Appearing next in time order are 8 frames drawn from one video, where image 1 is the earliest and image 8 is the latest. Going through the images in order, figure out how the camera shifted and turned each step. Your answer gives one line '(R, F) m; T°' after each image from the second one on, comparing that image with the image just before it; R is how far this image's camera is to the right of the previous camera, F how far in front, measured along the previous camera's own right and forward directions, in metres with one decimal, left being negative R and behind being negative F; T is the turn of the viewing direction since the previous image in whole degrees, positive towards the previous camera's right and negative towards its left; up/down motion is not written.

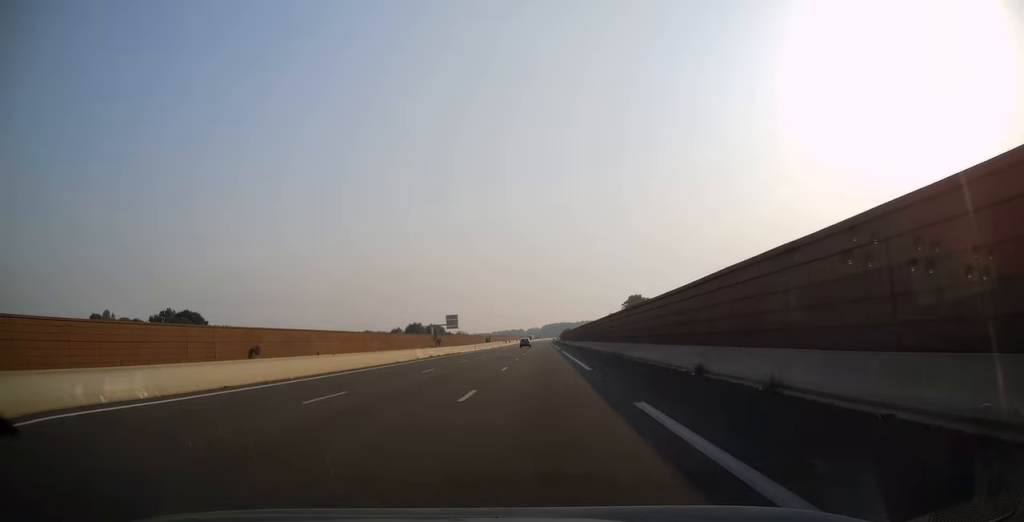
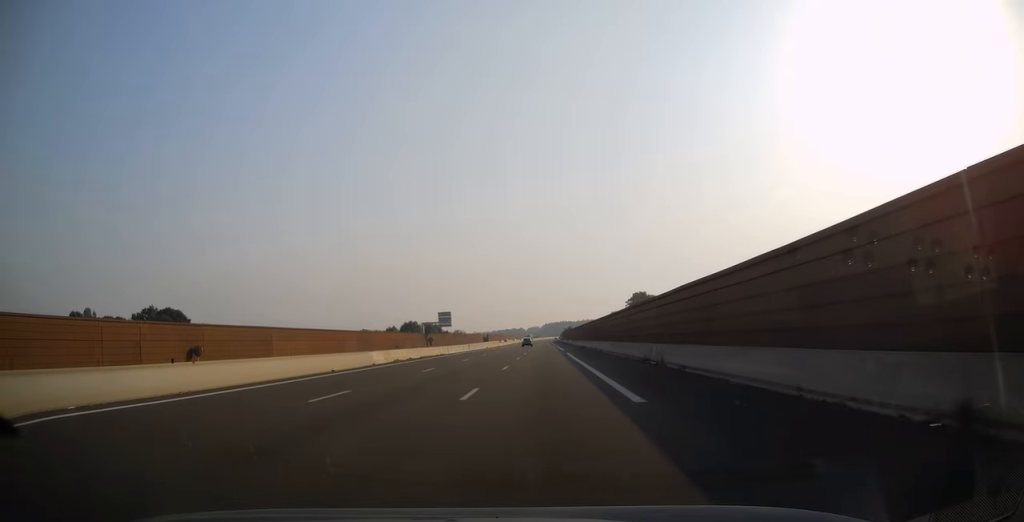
(+0.2, +12.8) m; 0°
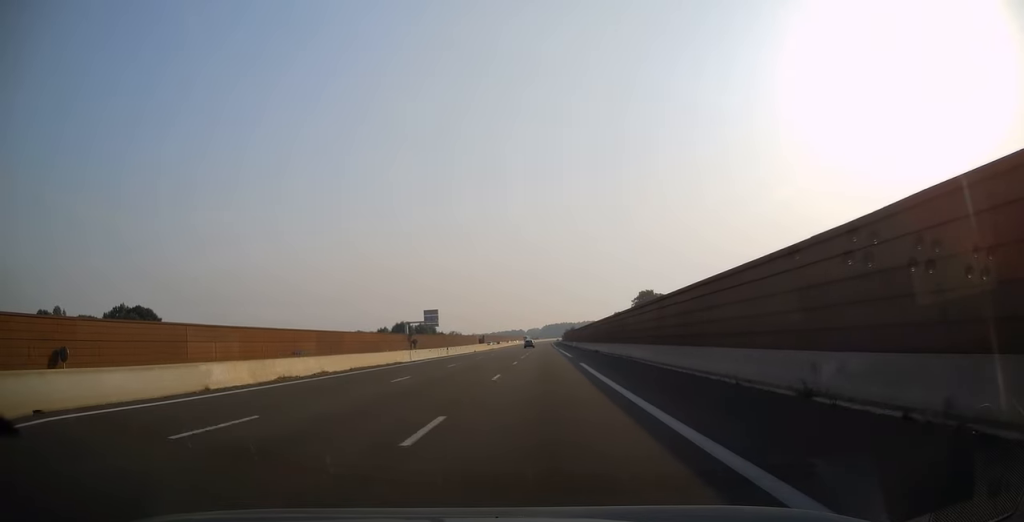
(-0.1, +18.7) m; 0°
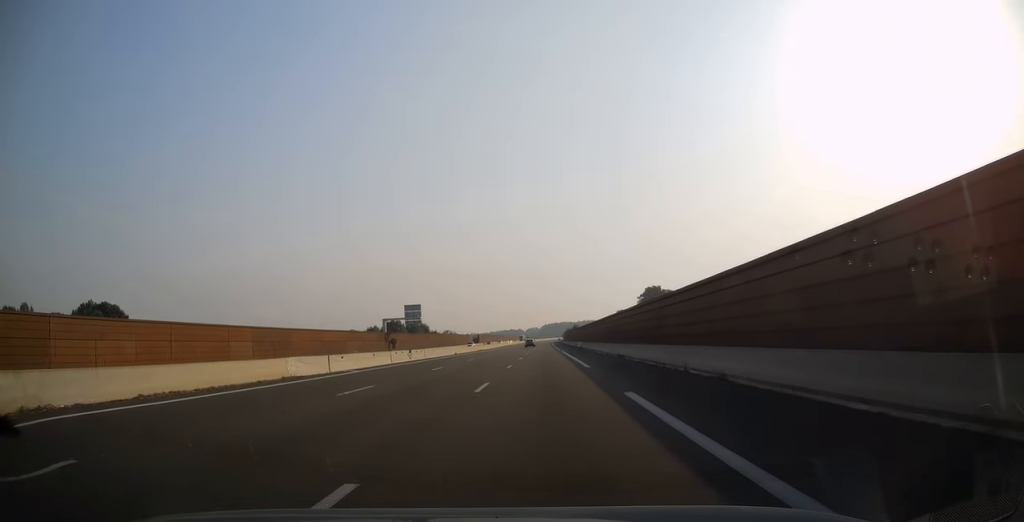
(-0.1, +18.2) m; 0°
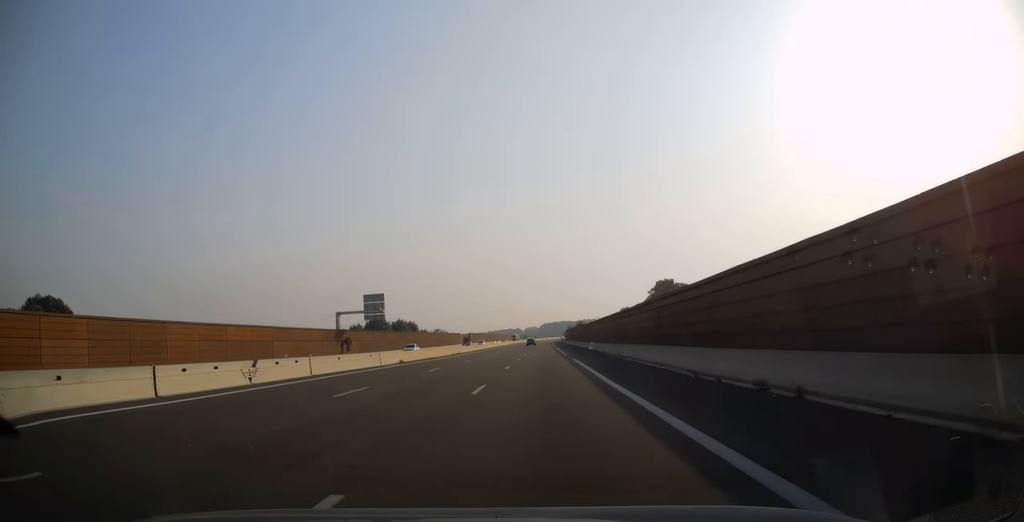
(0.0, +26.6) m; 0°
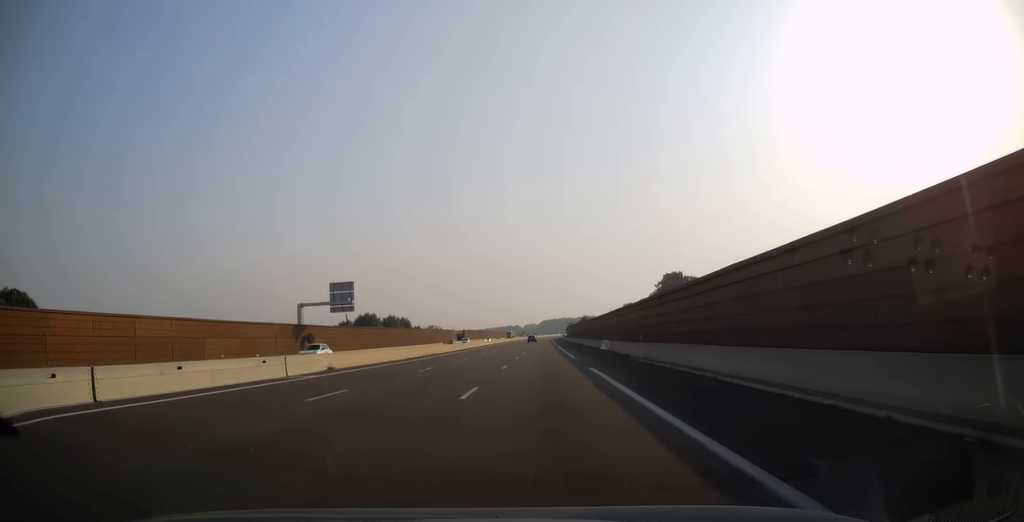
(0.0, +14.8) m; 0°
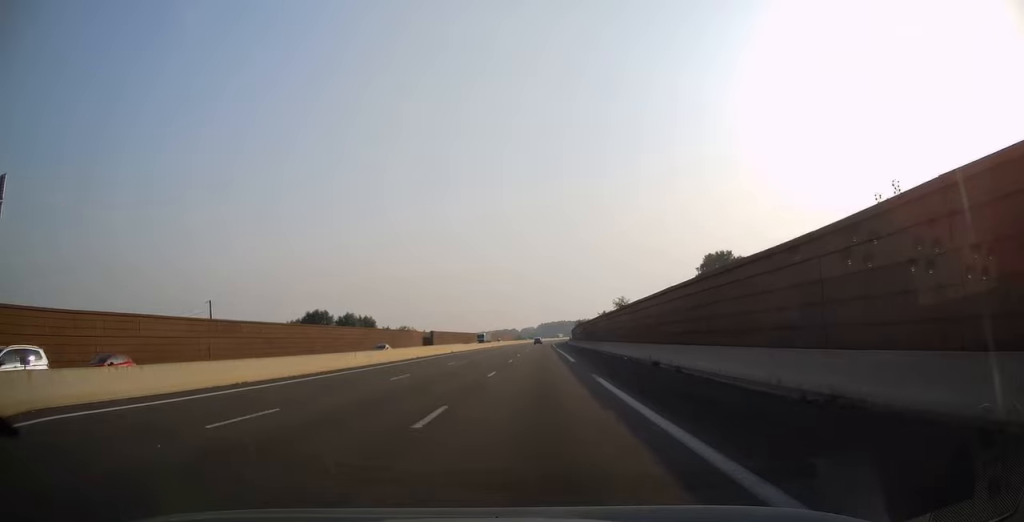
(+0.2, +56.2) m; 0°
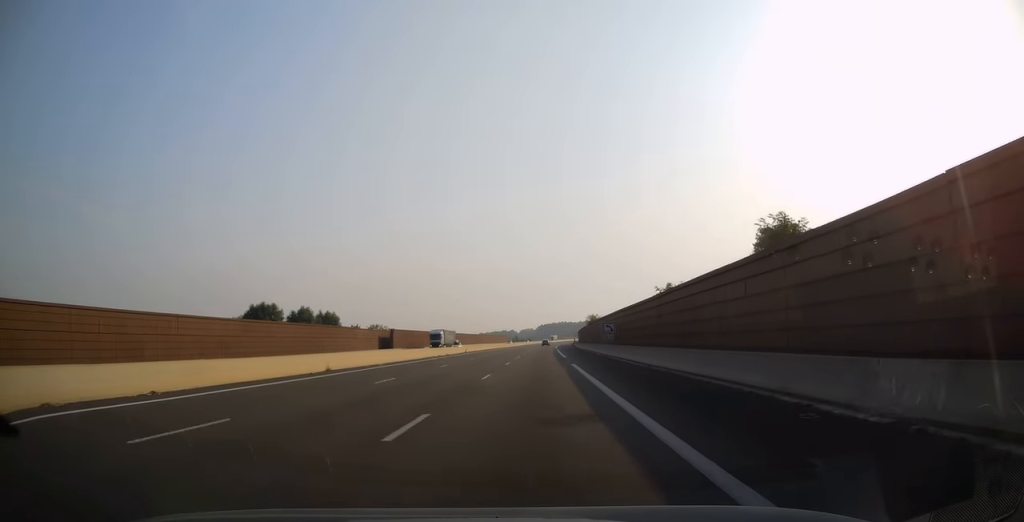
(0.0, +40.3) m; 0°
